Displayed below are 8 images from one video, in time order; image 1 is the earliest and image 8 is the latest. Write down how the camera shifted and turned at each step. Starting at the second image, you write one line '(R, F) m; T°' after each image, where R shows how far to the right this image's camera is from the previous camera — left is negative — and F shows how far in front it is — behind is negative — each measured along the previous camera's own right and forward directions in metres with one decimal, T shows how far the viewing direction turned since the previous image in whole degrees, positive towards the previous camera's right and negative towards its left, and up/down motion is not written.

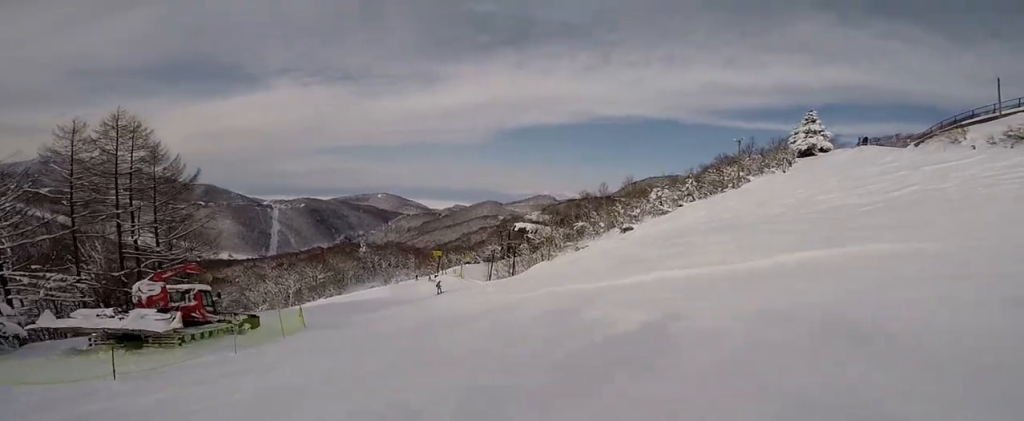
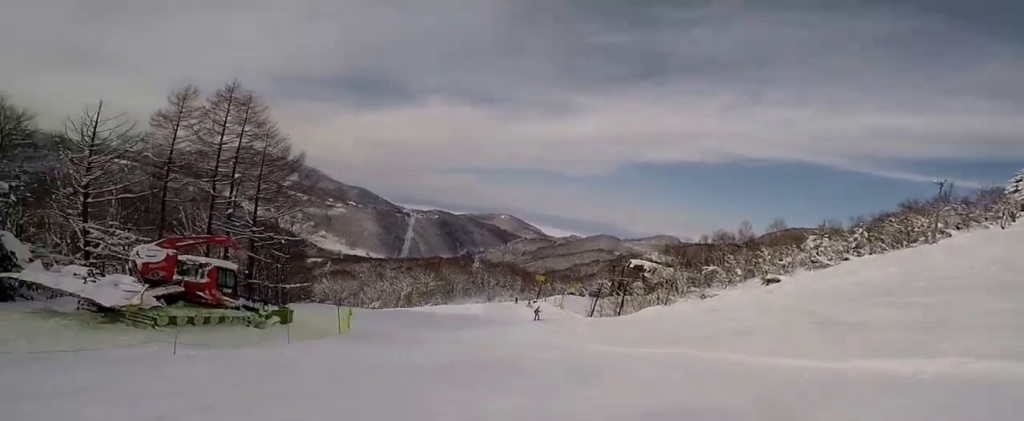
(+0.6, +6.9) m; -8°
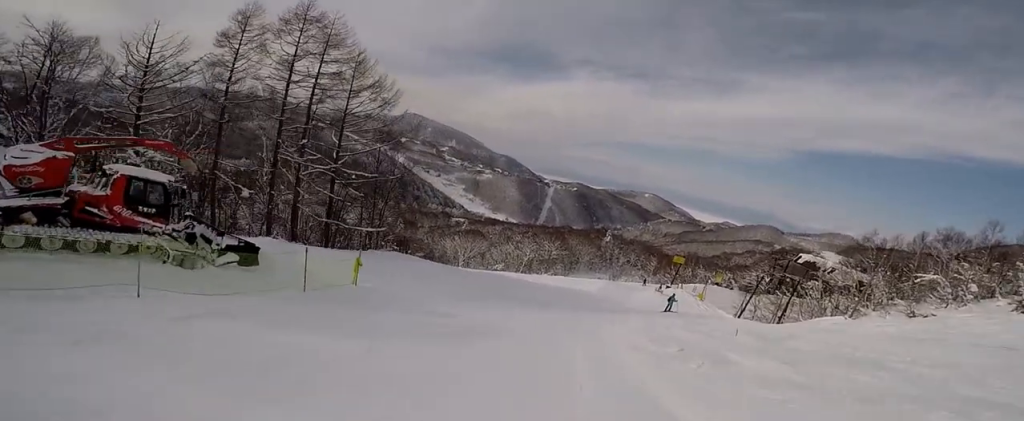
(-2.6, +9.5) m; -28°
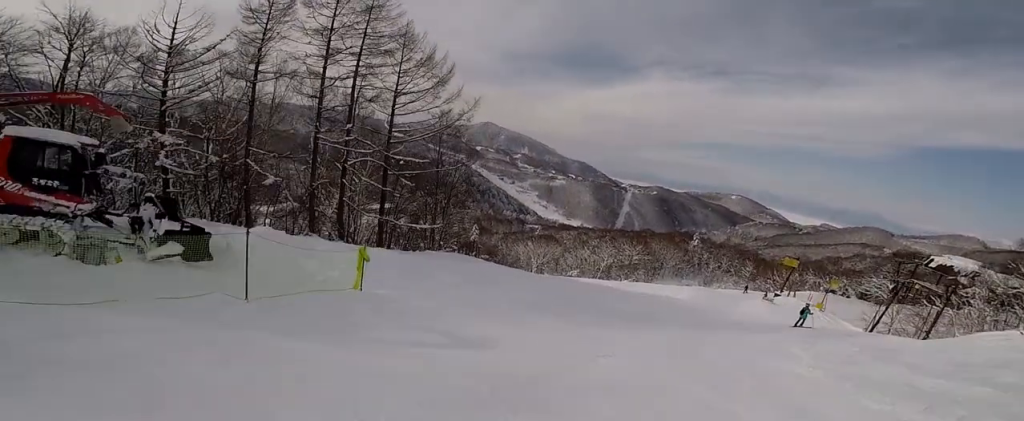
(-0.8, +5.3) m; -5°
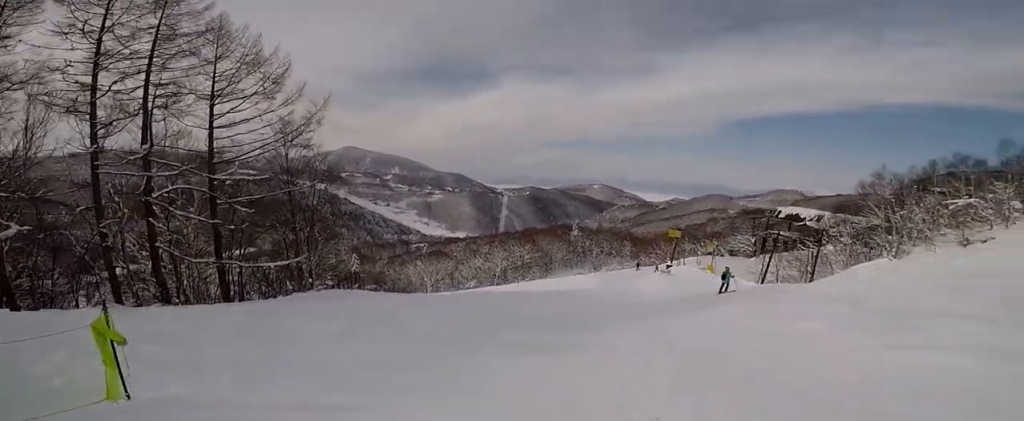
(-0.1, +3.9) m; +6°
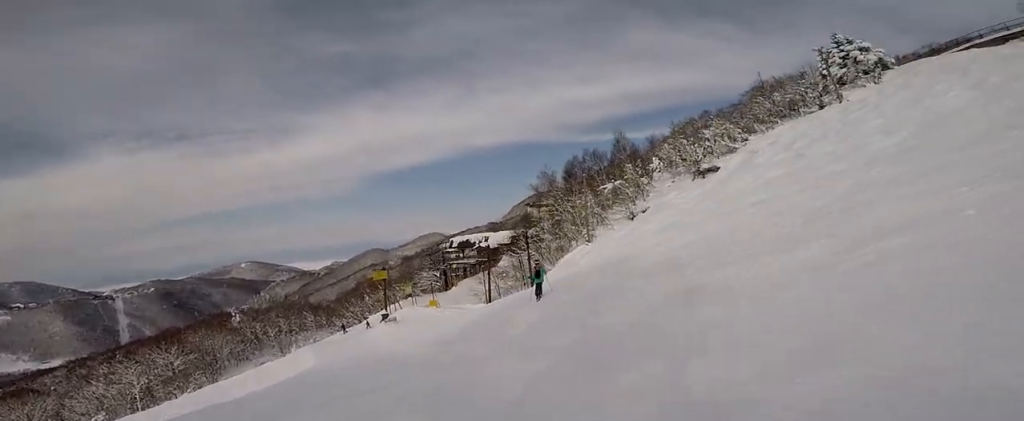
(+2.7, +9.2) m; +46°
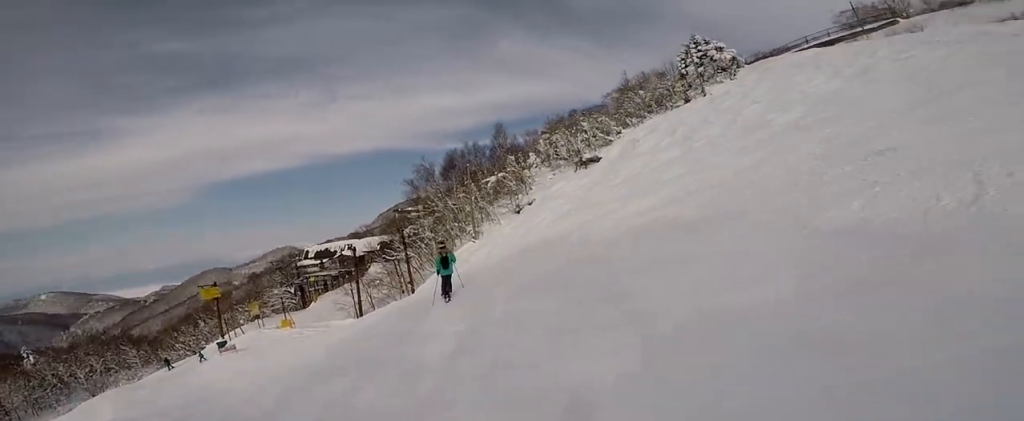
(+1.0, +3.5) m; +18°
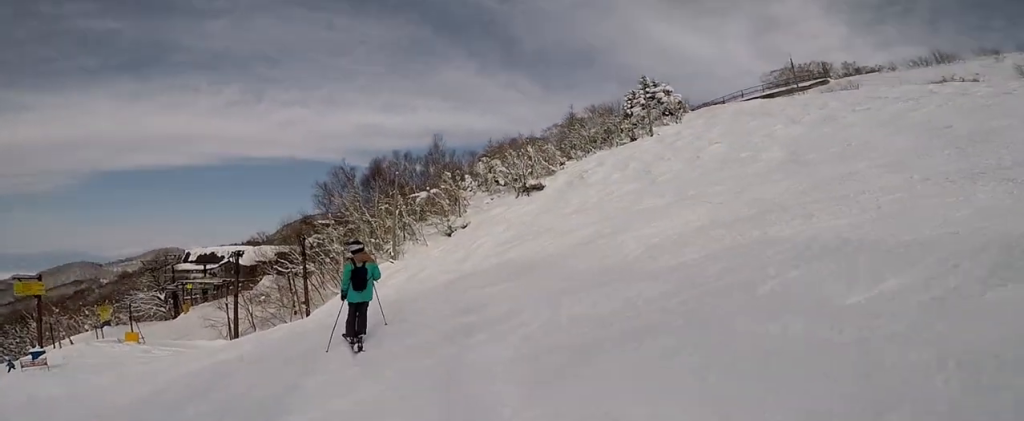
(+0.7, +3.5) m; +10°
